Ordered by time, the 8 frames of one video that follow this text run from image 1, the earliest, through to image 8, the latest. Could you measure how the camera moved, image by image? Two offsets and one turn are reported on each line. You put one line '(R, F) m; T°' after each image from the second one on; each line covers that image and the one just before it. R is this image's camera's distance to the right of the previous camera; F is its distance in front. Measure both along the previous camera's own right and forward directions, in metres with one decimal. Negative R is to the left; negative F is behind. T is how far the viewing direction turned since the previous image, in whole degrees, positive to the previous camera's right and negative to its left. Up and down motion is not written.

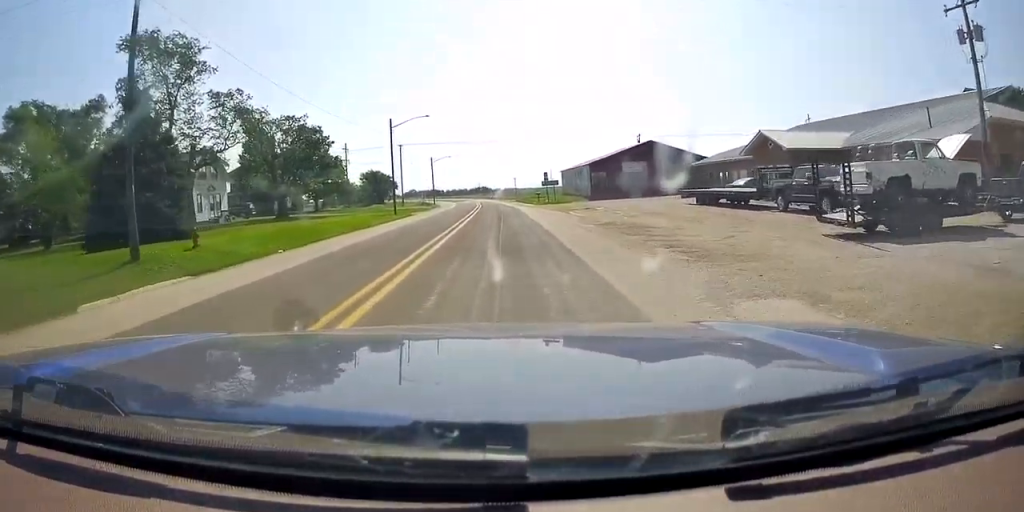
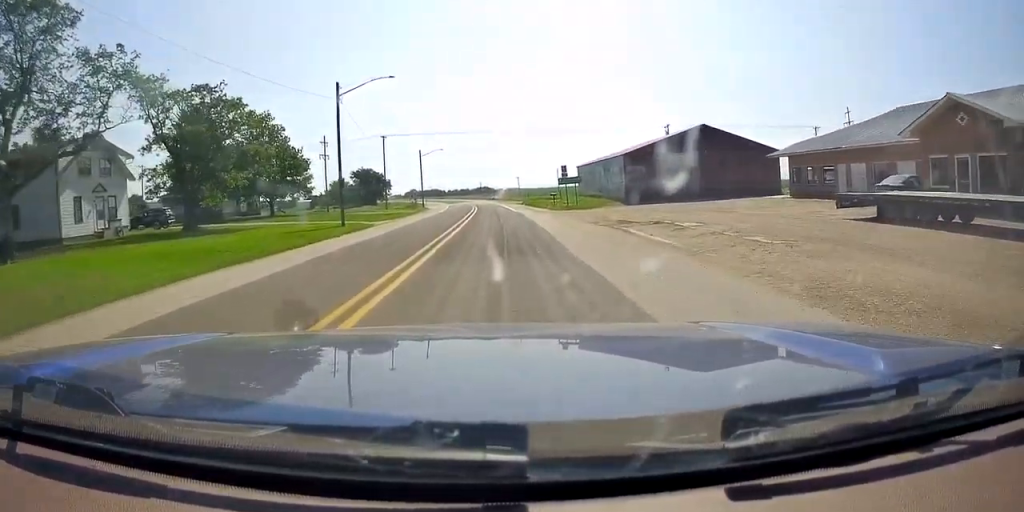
(0.0, +17.8) m; 0°
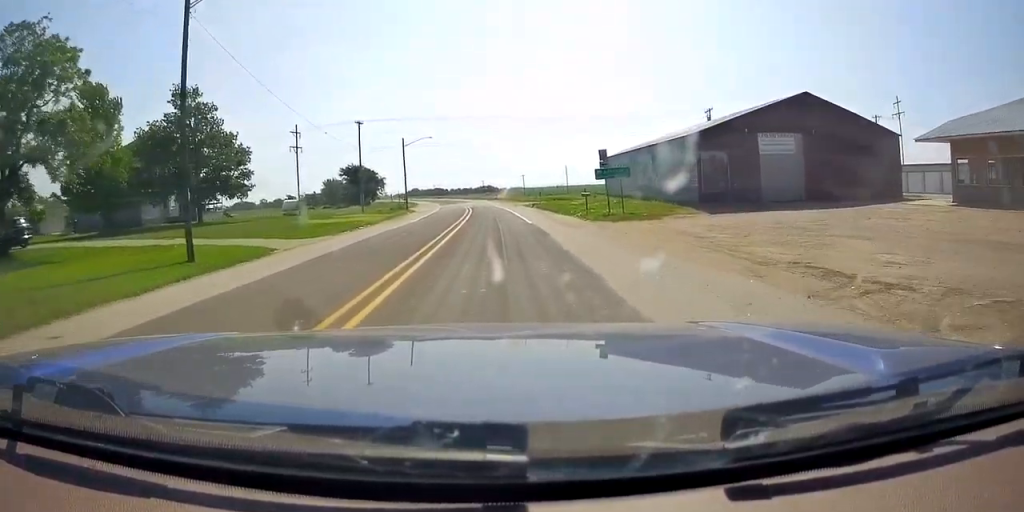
(0.0, +17.9) m; 0°
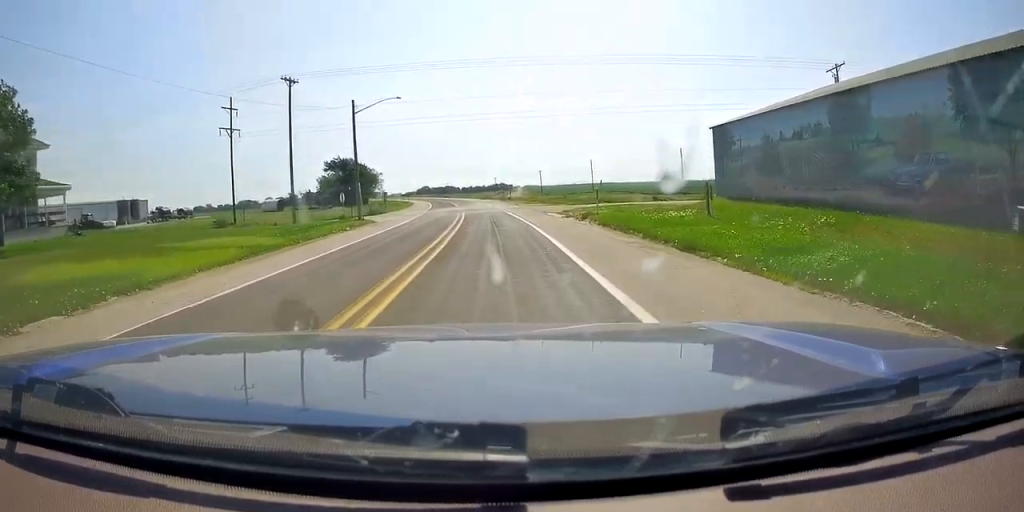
(0.0, +28.9) m; -1°
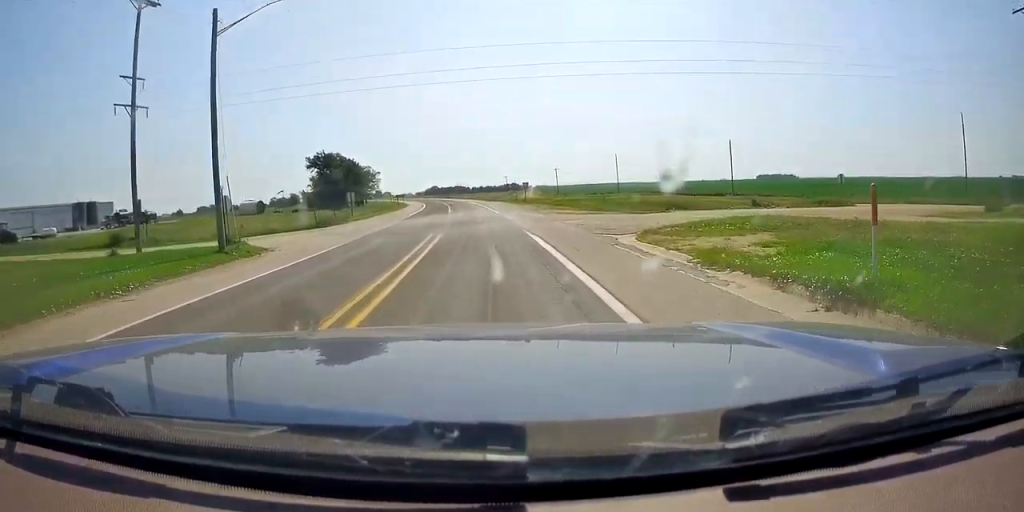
(-0.4, +22.9) m; -2°
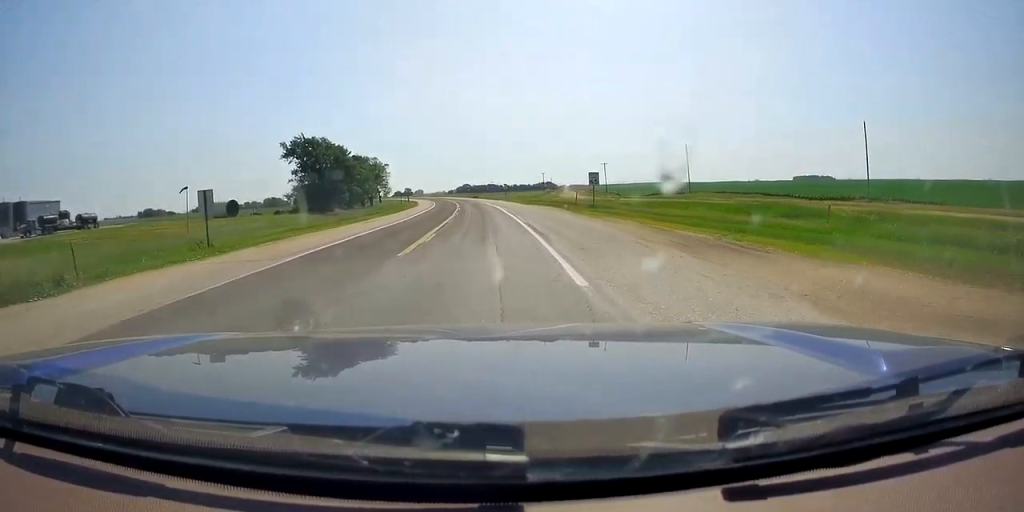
(-0.1, +34.0) m; -1°
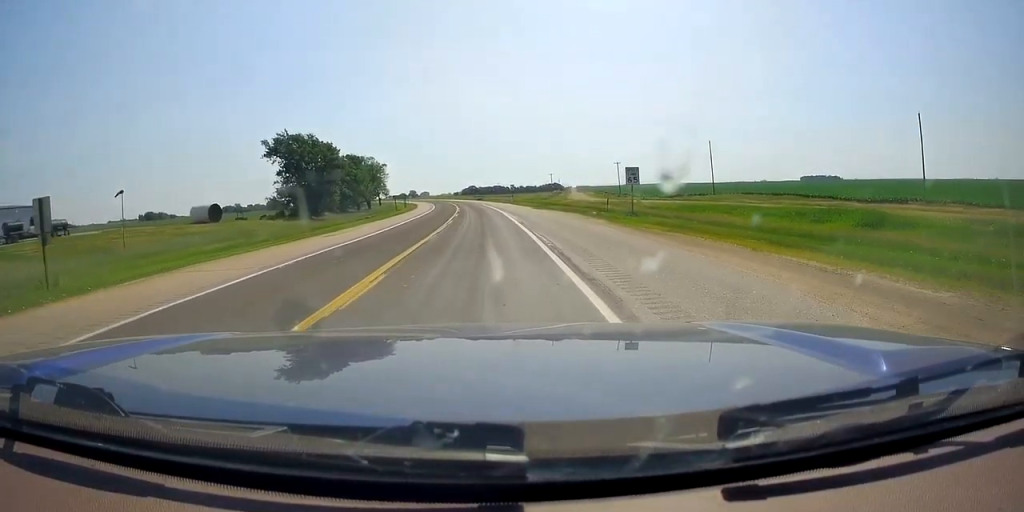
(+0.1, +10.5) m; -1°
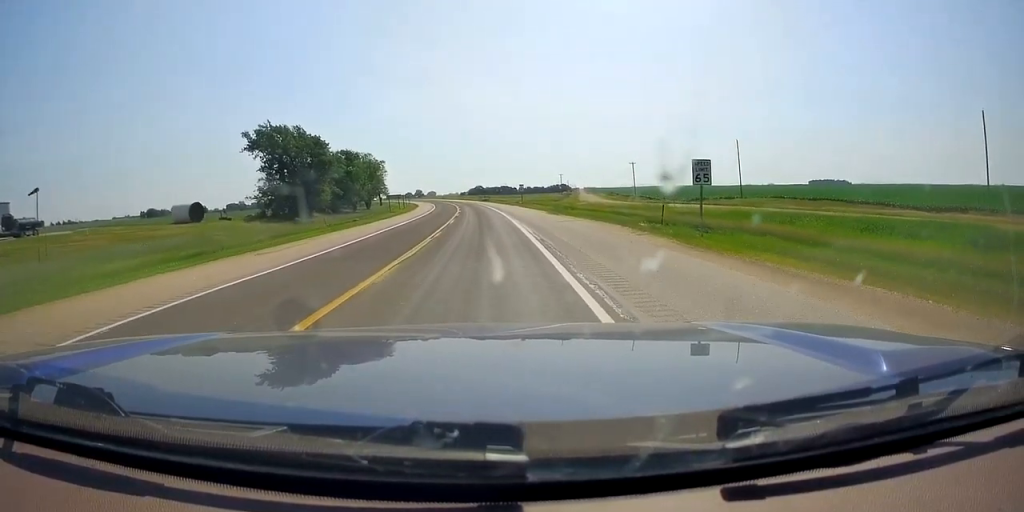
(-0.2, +9.9) m; -1°
